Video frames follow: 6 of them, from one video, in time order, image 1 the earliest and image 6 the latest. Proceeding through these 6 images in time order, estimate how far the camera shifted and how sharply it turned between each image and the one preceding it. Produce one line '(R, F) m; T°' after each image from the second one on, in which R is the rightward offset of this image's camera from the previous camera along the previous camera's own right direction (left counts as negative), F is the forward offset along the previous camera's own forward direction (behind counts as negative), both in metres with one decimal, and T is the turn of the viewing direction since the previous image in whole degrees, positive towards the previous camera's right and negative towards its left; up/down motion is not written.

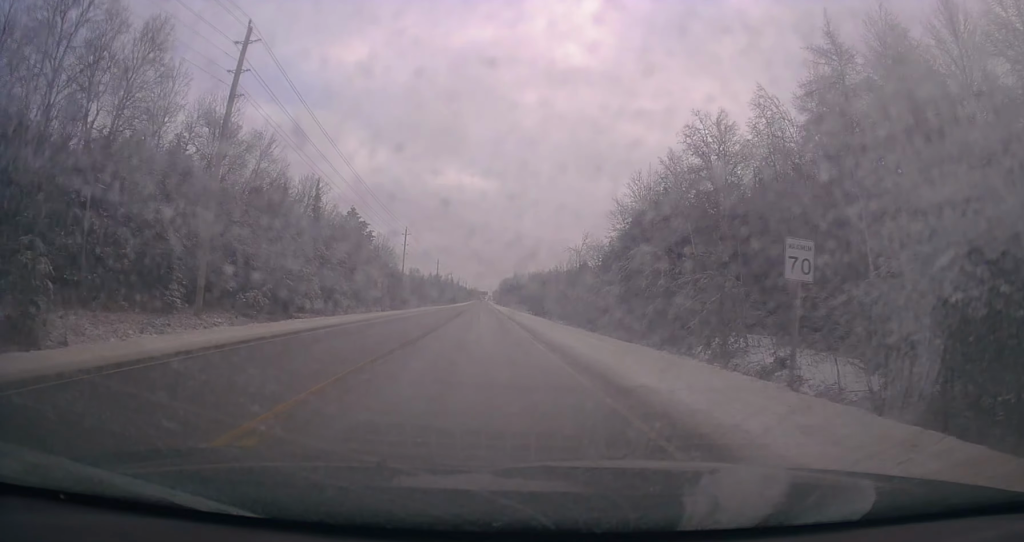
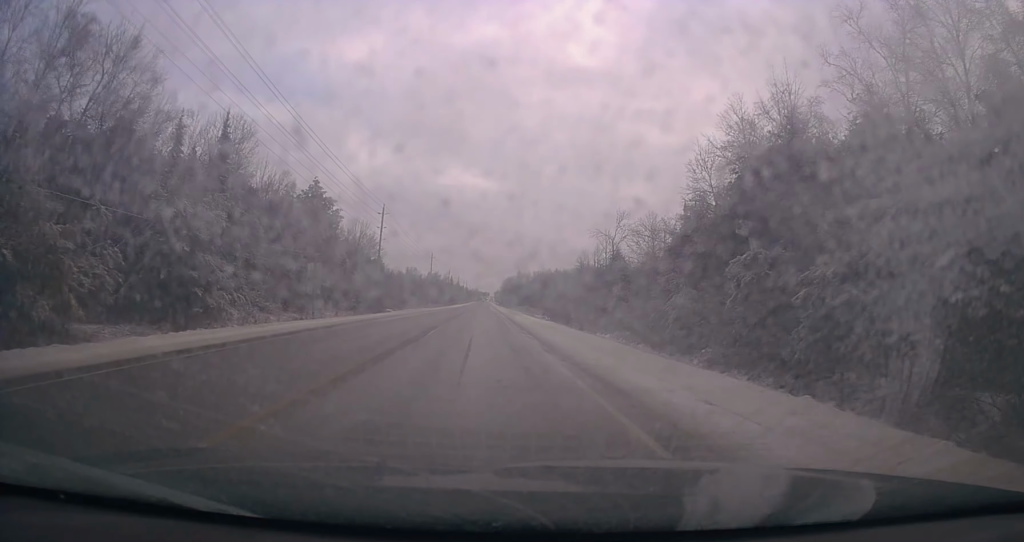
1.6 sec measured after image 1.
(+0.5, +24.9) m; +1°
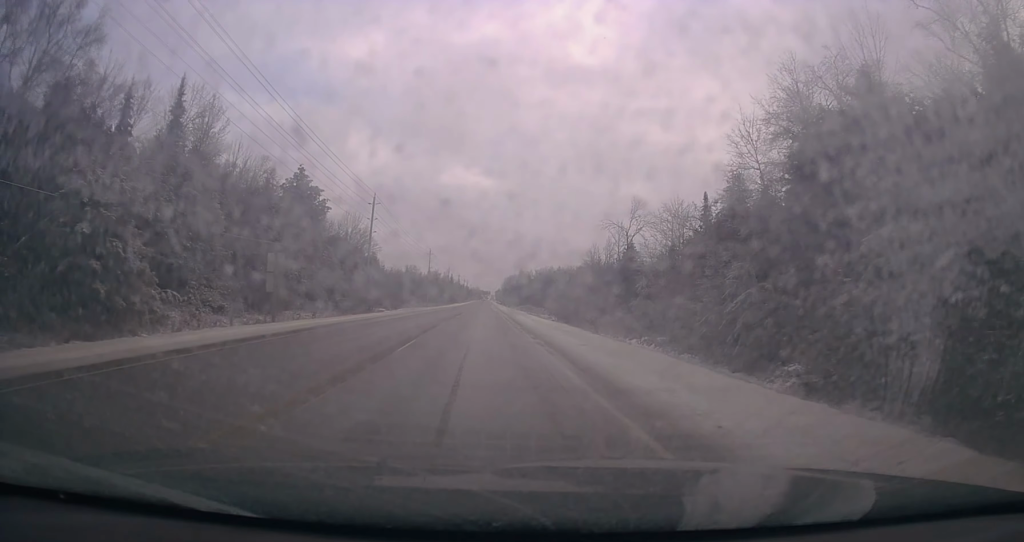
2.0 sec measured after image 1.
(0.0, +6.8) m; 0°
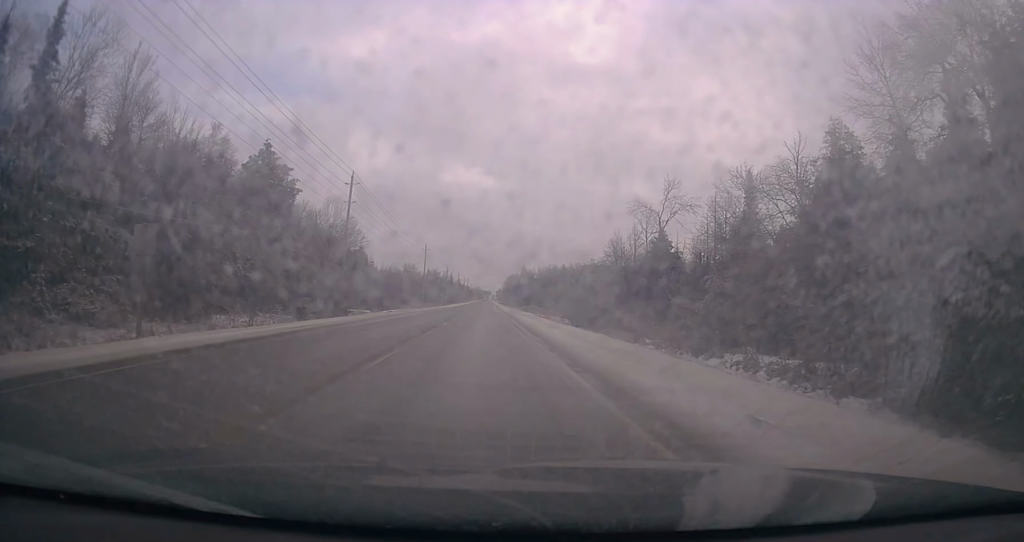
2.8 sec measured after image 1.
(-0.2, +12.5) m; +1°
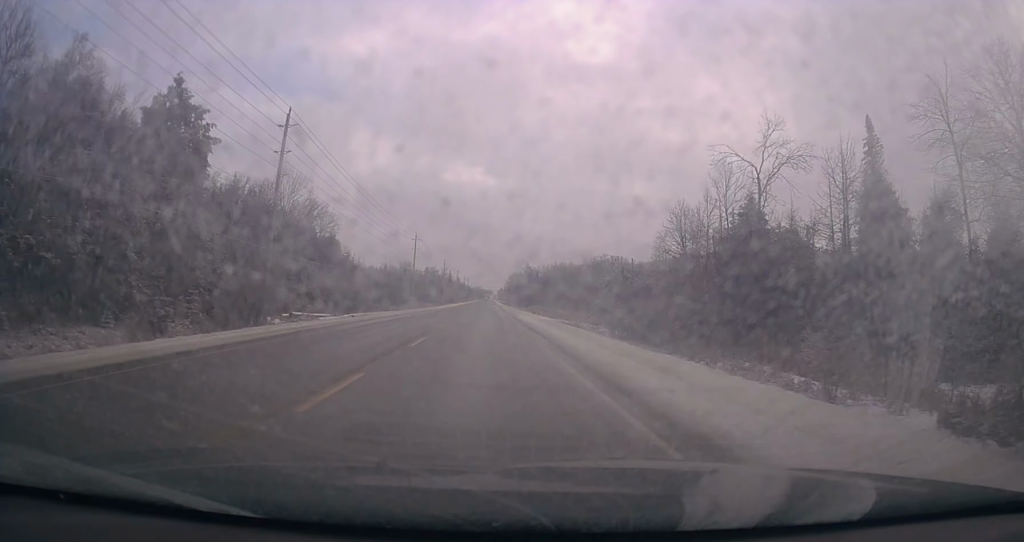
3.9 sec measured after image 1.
(+0.6, +21.1) m; -1°
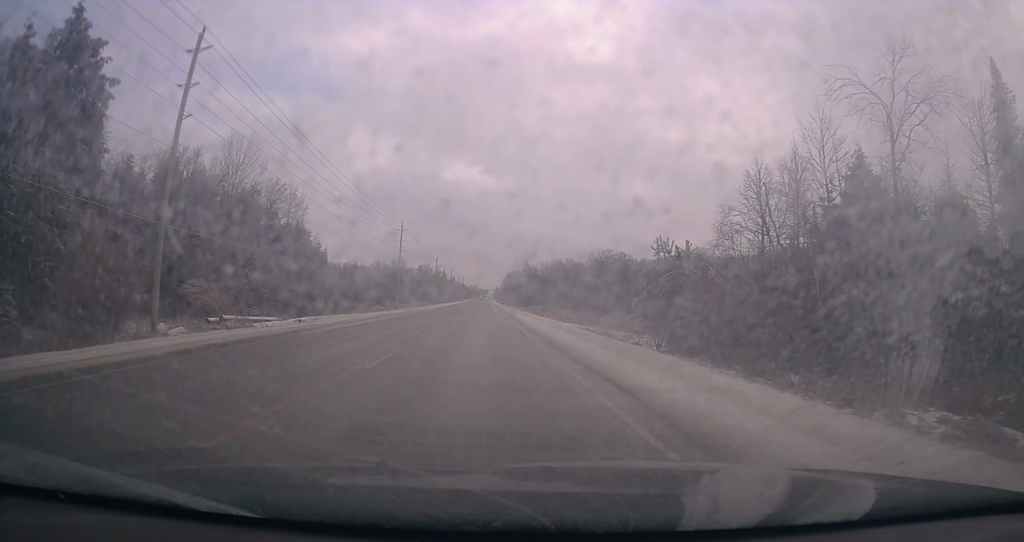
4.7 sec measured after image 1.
(-0.7, +13.6) m; -1°
